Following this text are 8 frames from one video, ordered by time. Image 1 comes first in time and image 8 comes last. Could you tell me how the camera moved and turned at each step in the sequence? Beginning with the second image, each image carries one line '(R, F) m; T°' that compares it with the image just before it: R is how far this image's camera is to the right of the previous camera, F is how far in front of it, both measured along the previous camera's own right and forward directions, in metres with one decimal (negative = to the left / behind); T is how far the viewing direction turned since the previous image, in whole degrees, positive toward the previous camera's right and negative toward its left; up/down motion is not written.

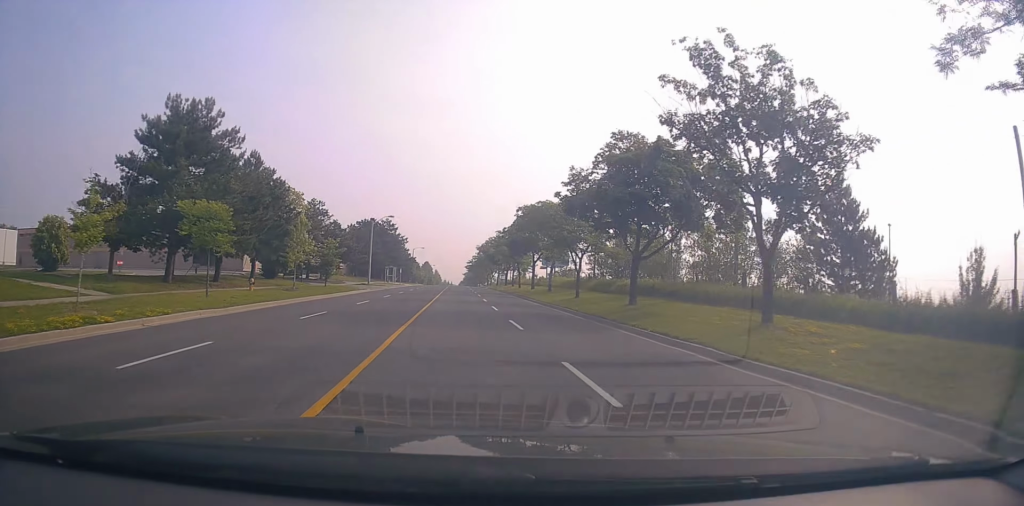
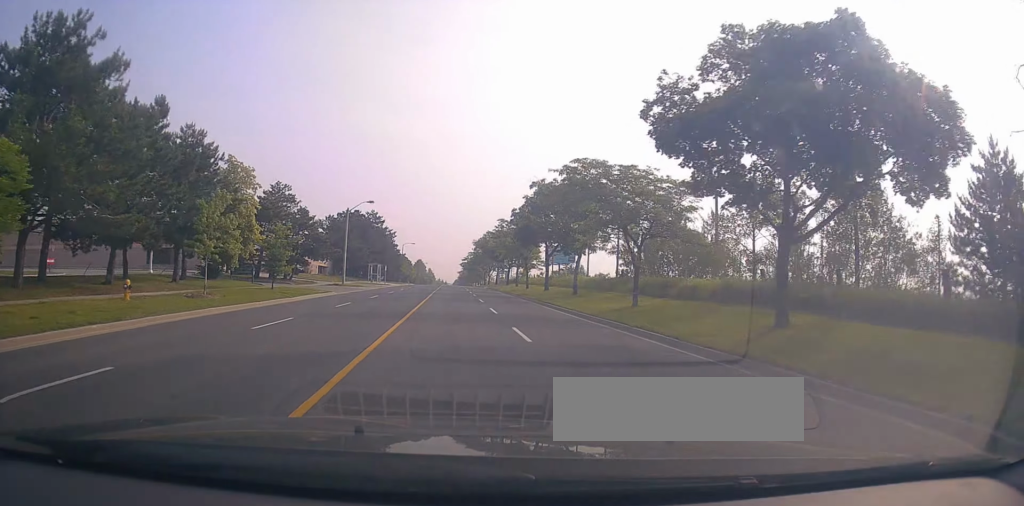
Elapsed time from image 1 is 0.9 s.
(0.0, +12.2) m; +1°
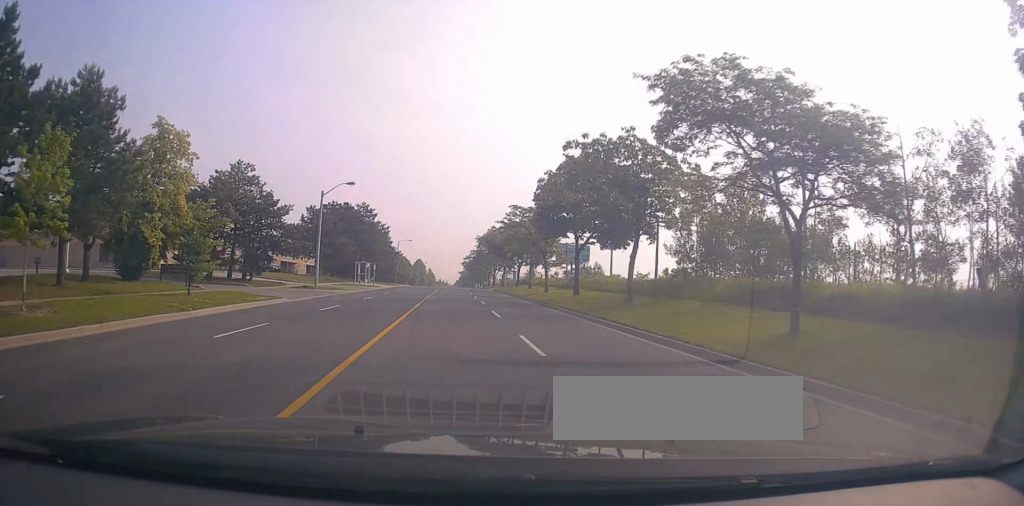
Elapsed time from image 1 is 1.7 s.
(+0.2, +11.3) m; 0°
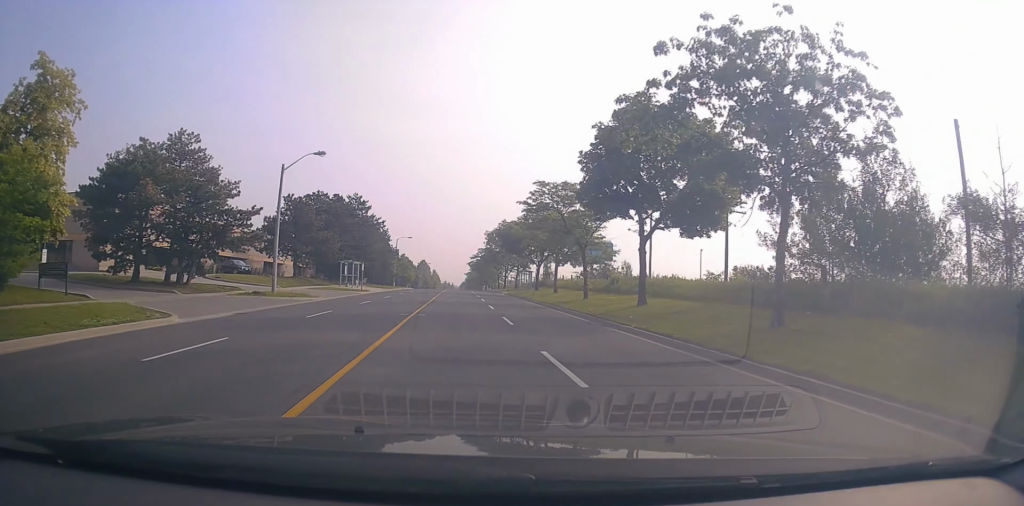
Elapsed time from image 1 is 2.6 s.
(-0.2, +11.8) m; 0°
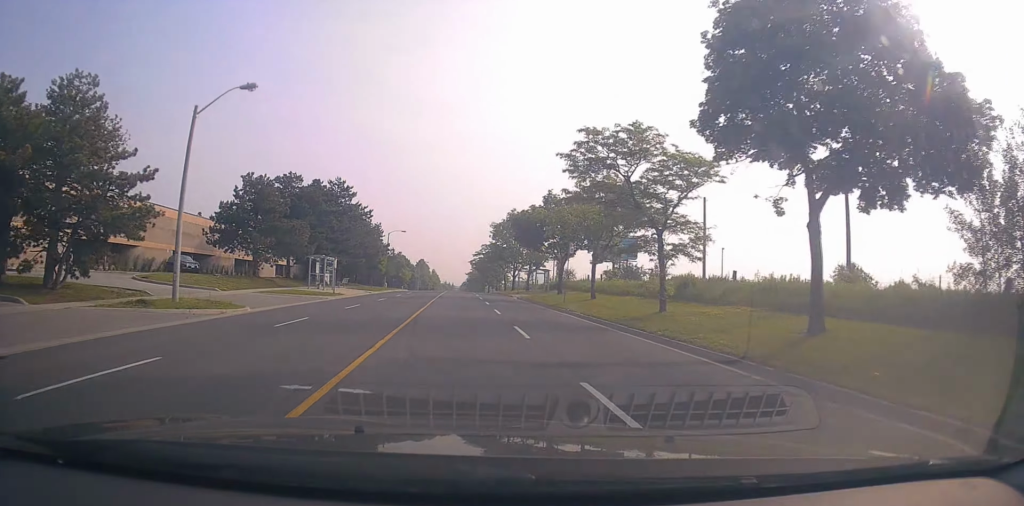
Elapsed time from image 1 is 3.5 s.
(+0.3, +12.4) m; -1°
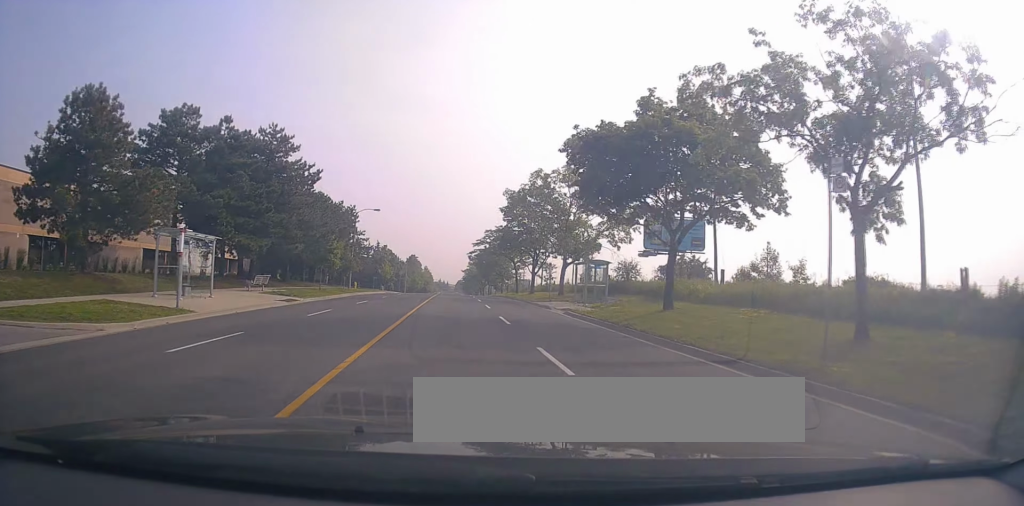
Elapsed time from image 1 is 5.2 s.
(-0.3, +23.5) m; 0°
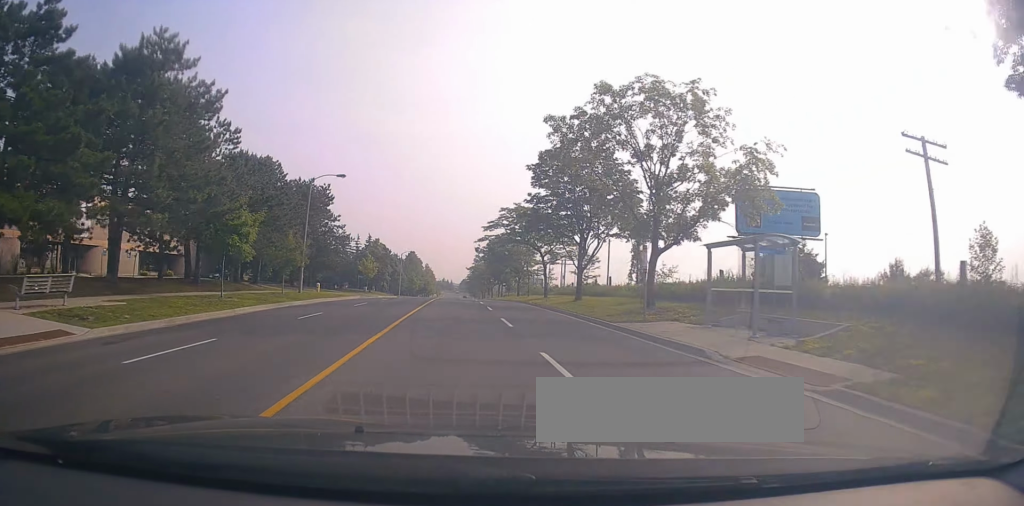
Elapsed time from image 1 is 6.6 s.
(+0.1, +19.1) m; +1°
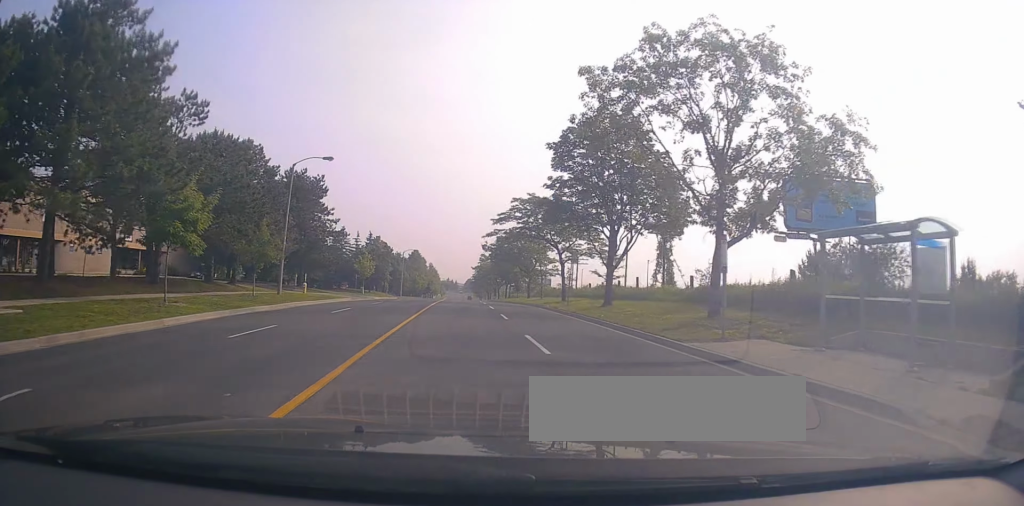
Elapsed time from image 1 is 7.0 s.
(+0.1, +5.6) m; 0°
